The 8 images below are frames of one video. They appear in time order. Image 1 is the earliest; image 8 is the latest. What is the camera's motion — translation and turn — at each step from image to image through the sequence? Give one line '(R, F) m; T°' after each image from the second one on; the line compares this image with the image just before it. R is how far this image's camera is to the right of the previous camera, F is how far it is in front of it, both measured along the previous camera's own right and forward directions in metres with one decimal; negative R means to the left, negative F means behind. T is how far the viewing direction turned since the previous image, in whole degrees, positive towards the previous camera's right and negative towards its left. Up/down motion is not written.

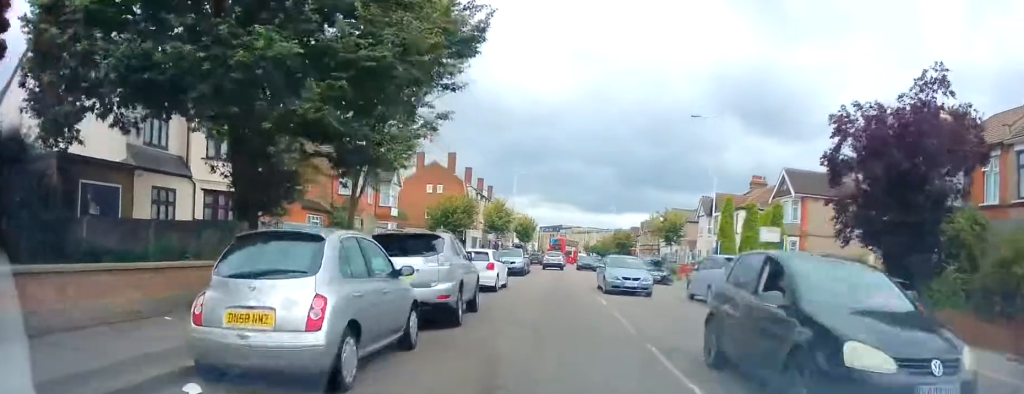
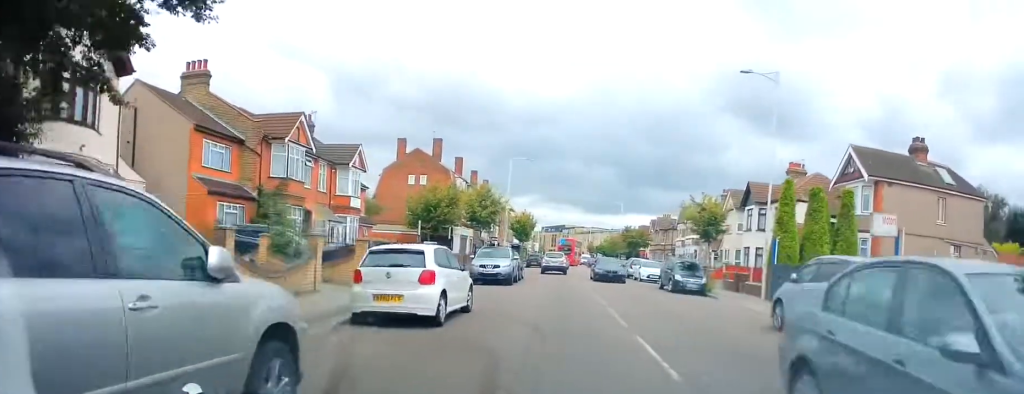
(+0.5, +9.3) m; +2°
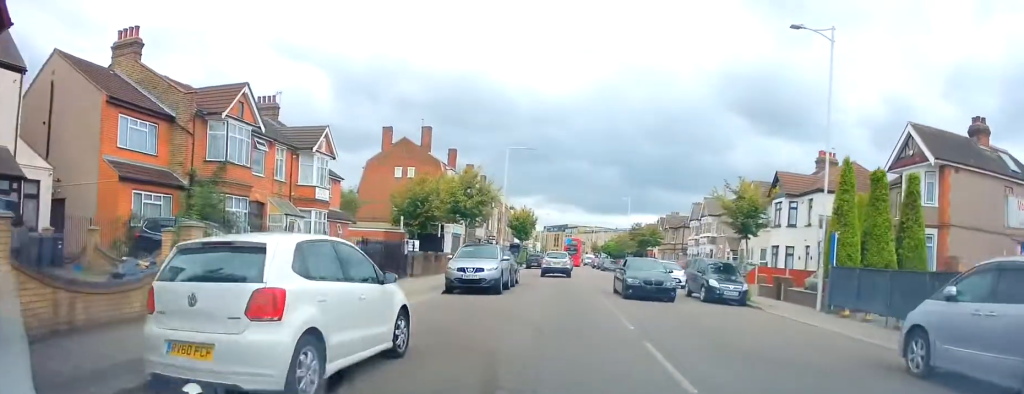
(-0.2, +5.6) m; -2°
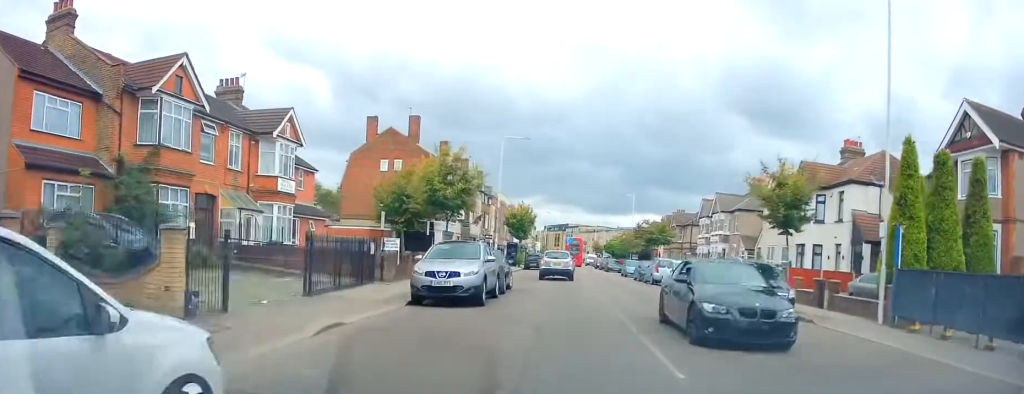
(-0.1, +4.3) m; -2°
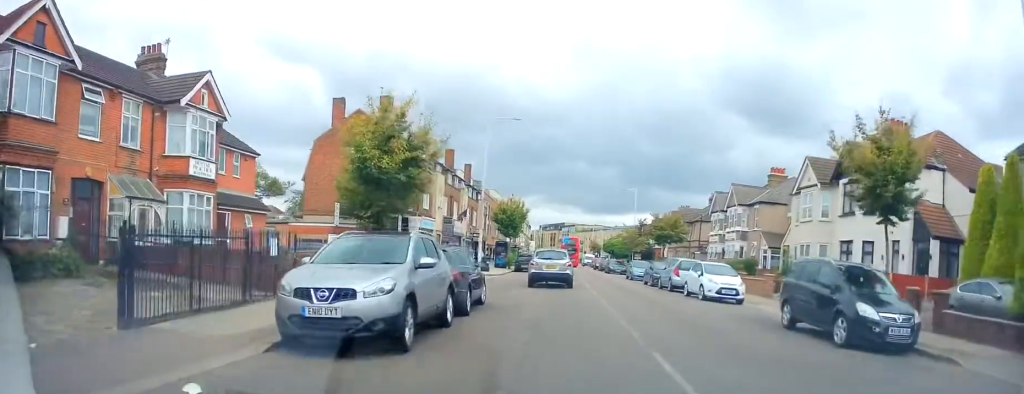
(0.0, +6.5) m; 0°
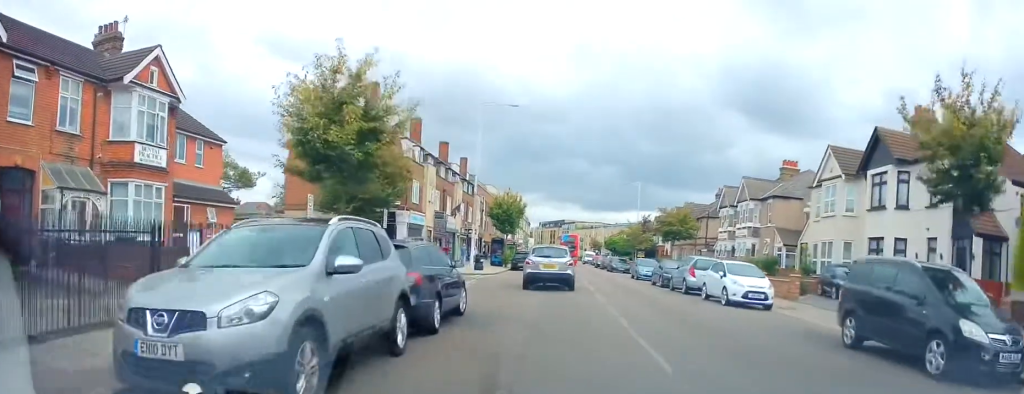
(0.0, +3.0) m; 0°
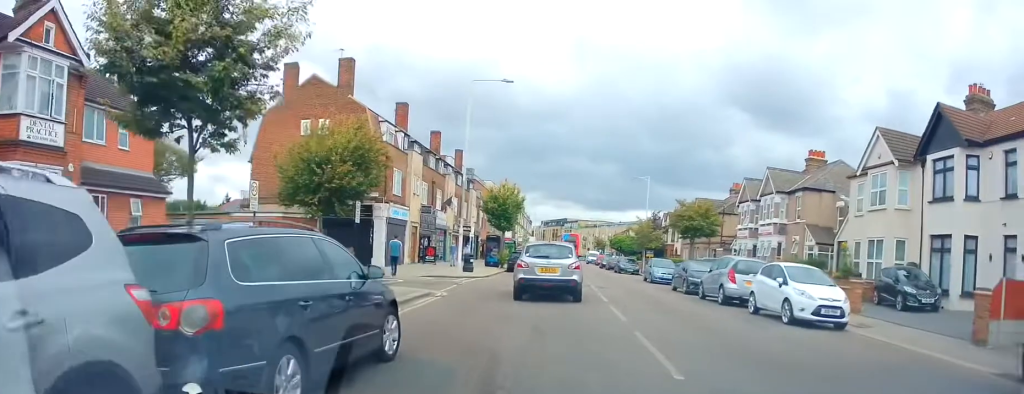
(0.0, +5.1) m; 0°
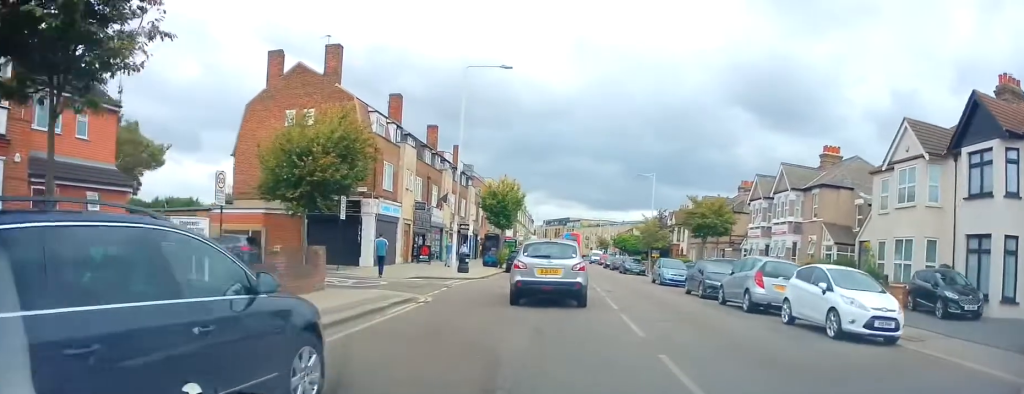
(0.0, +2.5) m; 0°
